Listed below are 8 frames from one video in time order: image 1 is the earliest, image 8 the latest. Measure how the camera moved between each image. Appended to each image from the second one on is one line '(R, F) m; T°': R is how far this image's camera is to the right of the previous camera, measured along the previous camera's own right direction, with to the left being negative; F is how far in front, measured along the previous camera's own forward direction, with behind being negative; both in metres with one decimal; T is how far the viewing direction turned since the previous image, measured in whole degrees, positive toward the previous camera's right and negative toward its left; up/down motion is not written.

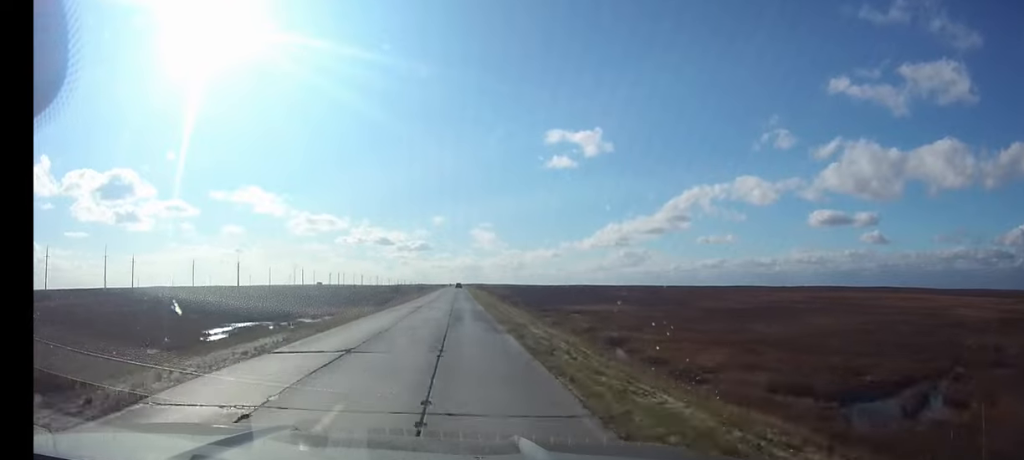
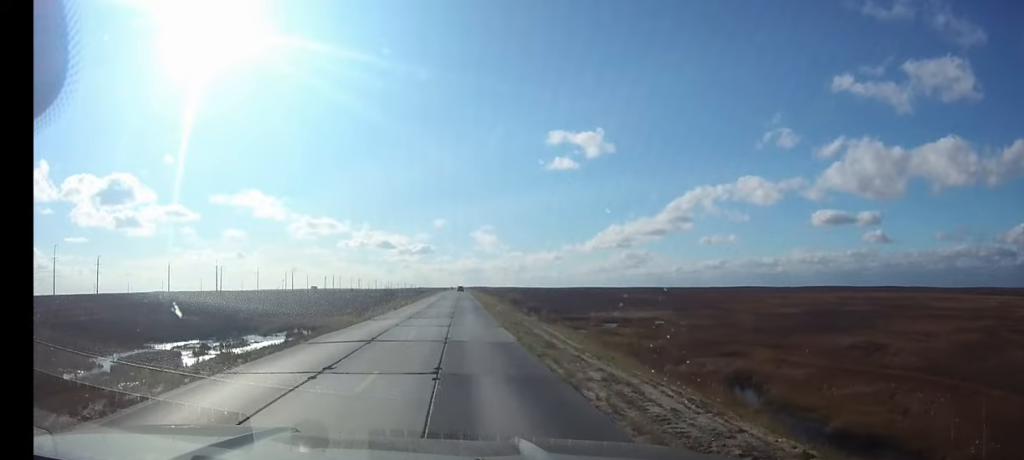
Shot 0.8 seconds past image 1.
(0.0, +19.9) m; 0°
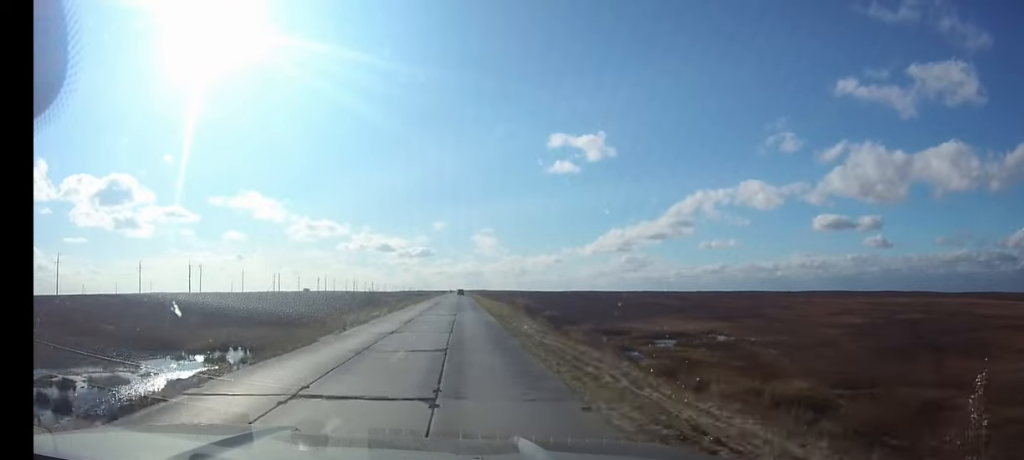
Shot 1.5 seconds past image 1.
(0.0, +18.9) m; 0°
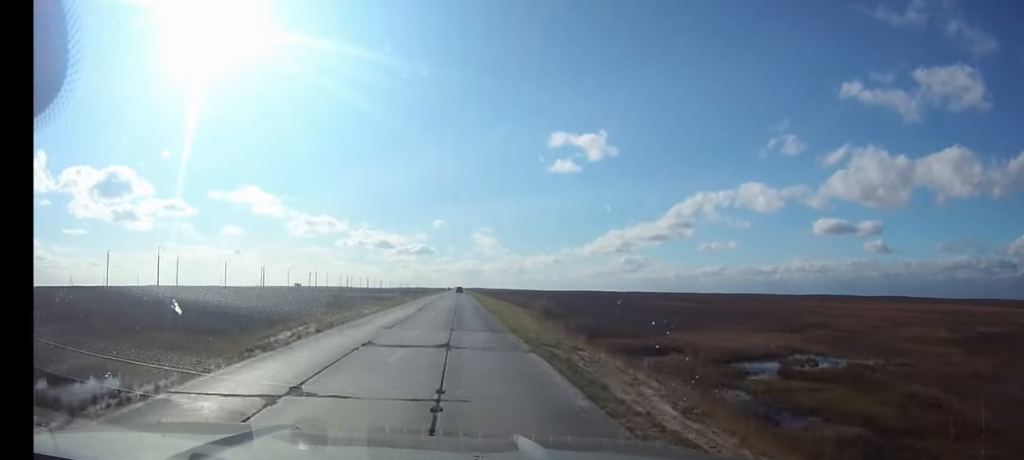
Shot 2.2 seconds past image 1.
(+0.1, +19.1) m; 0°
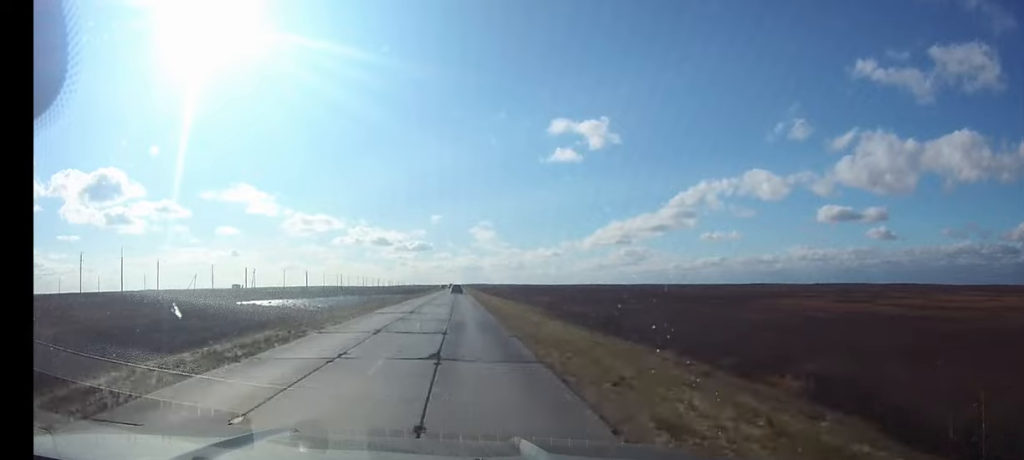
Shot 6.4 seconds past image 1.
(+0.1, +101.2) m; 0°
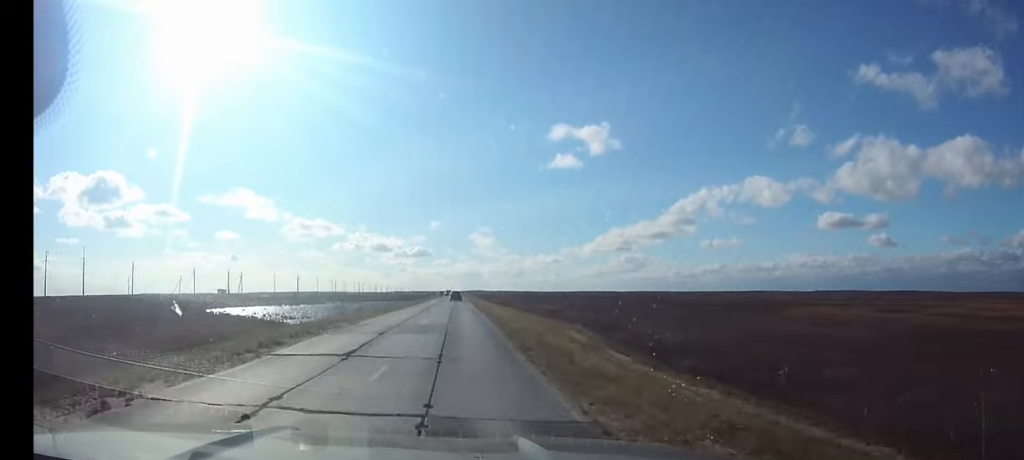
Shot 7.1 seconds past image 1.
(0.0, +16.7) m; 0°
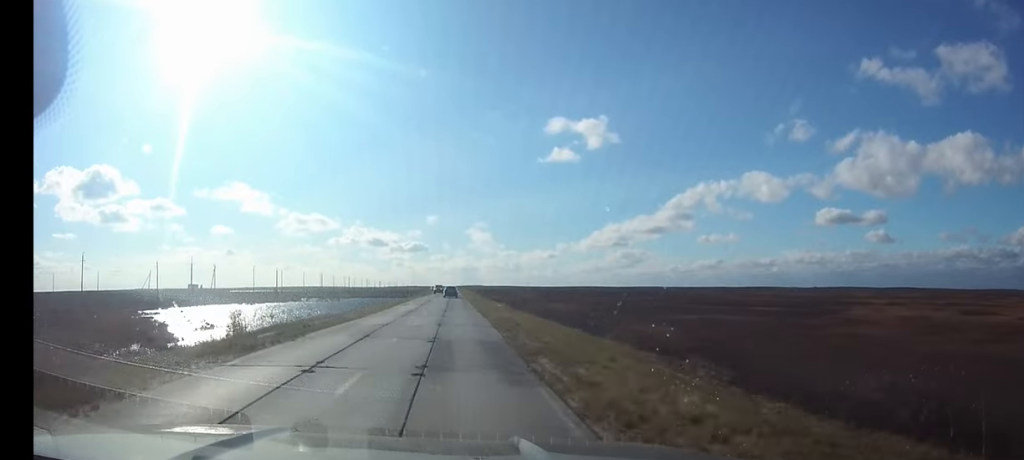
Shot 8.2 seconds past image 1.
(0.0, +25.8) m; 0°
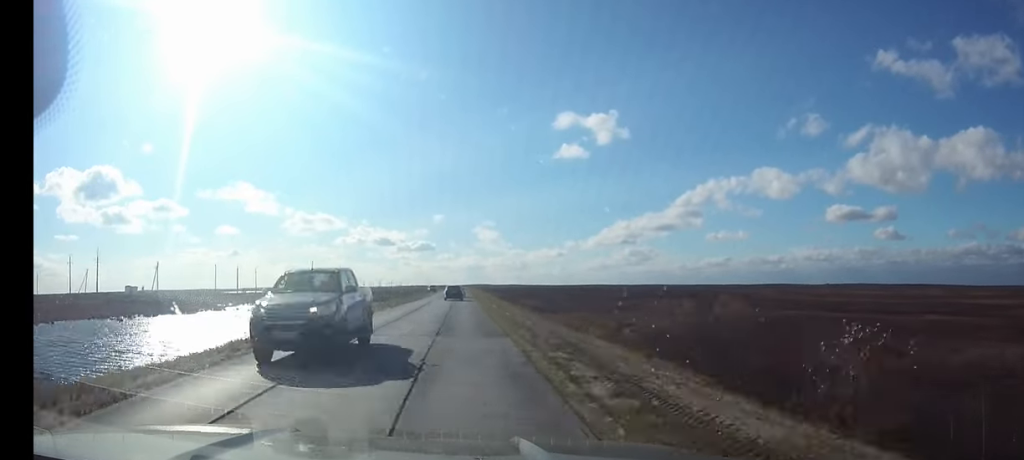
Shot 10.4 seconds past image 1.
(-0.2, +53.8) m; 0°
